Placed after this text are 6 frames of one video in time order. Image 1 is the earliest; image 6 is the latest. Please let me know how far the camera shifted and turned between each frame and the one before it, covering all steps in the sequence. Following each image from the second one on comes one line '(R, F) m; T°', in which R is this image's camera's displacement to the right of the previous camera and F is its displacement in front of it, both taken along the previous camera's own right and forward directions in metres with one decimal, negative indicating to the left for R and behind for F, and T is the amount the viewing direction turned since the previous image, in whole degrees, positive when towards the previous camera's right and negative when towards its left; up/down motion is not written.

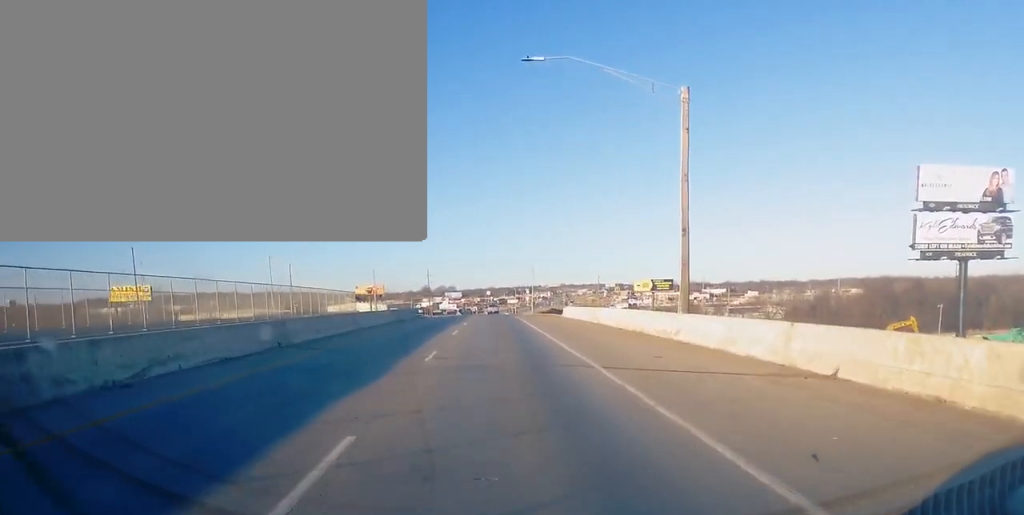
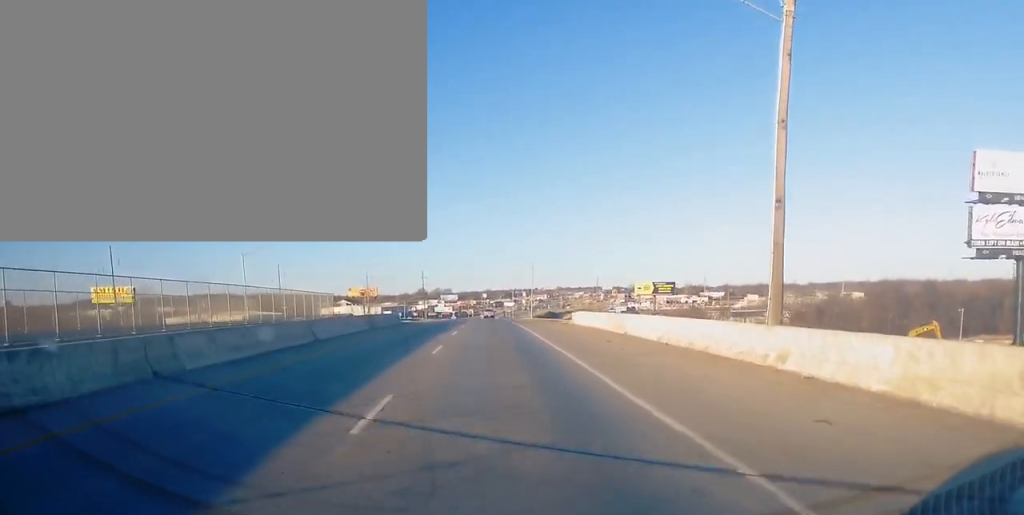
(0.0, +9.7) m; 0°
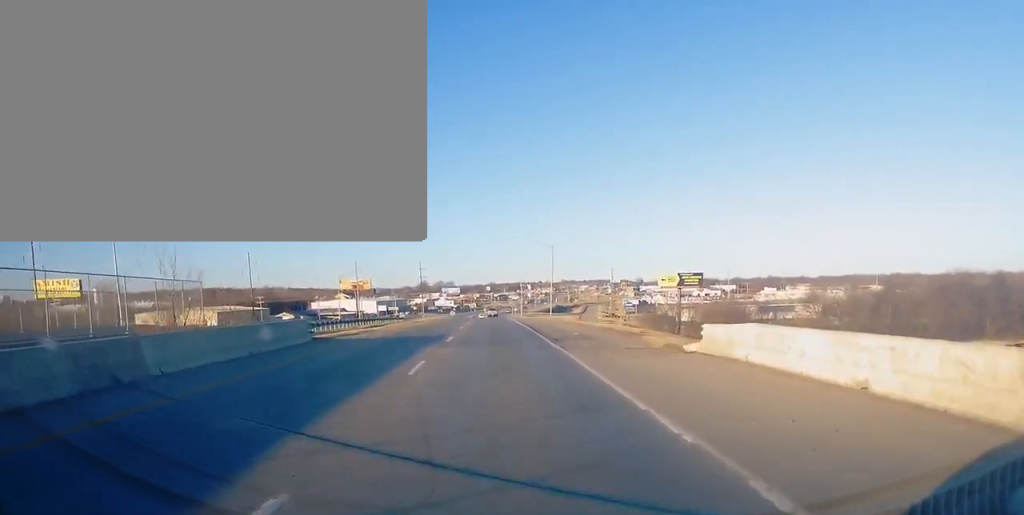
(-0.6, +33.8) m; -2°
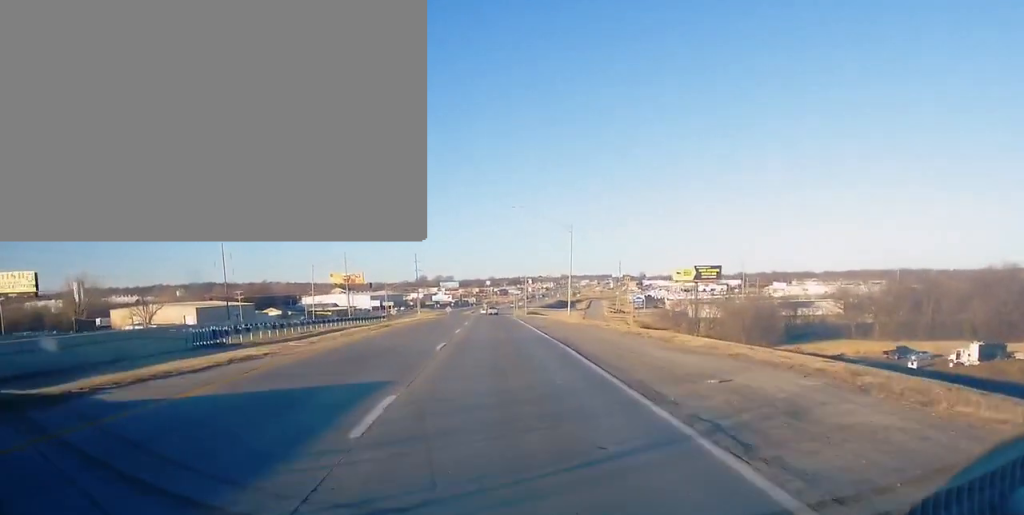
(0.0, +21.1) m; +1°
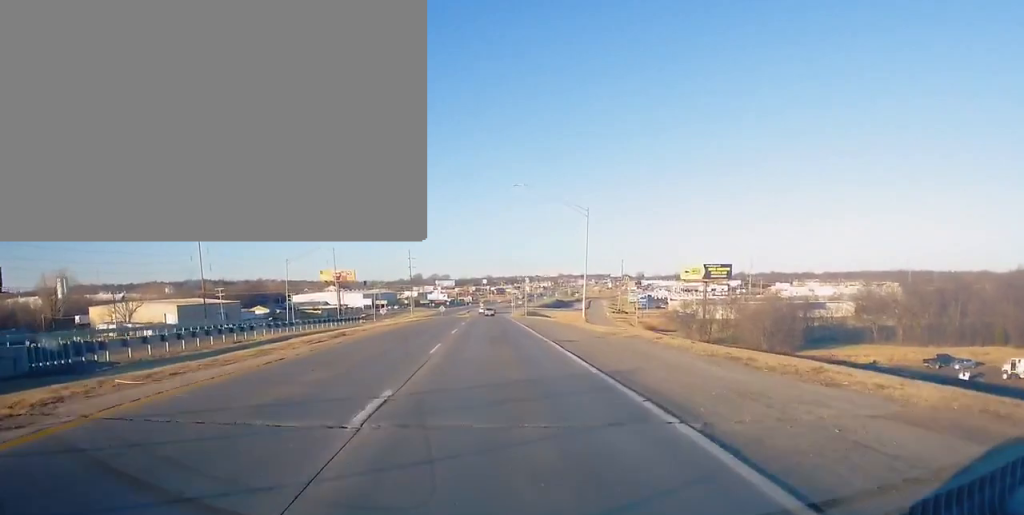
(+0.2, +13.9) m; +1°
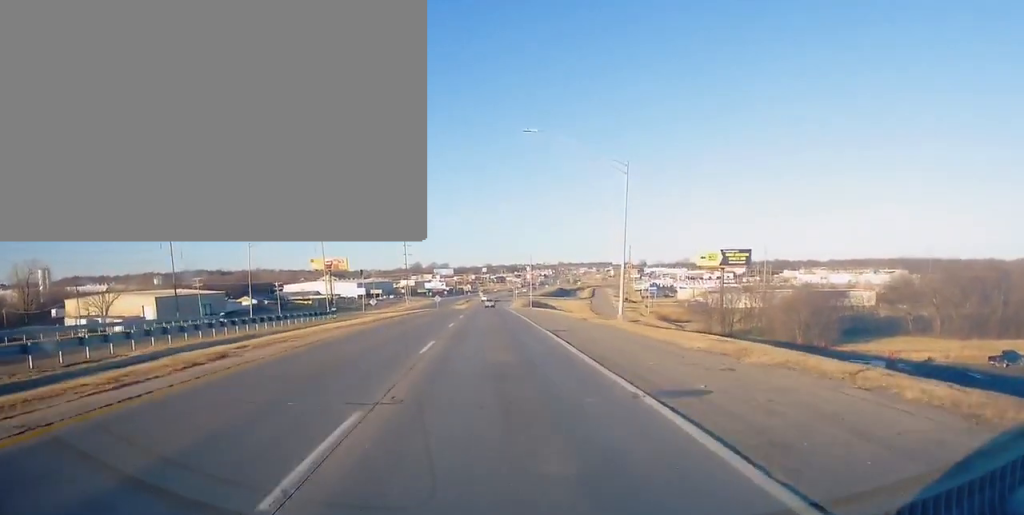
(+0.1, +16.9) m; 0°
